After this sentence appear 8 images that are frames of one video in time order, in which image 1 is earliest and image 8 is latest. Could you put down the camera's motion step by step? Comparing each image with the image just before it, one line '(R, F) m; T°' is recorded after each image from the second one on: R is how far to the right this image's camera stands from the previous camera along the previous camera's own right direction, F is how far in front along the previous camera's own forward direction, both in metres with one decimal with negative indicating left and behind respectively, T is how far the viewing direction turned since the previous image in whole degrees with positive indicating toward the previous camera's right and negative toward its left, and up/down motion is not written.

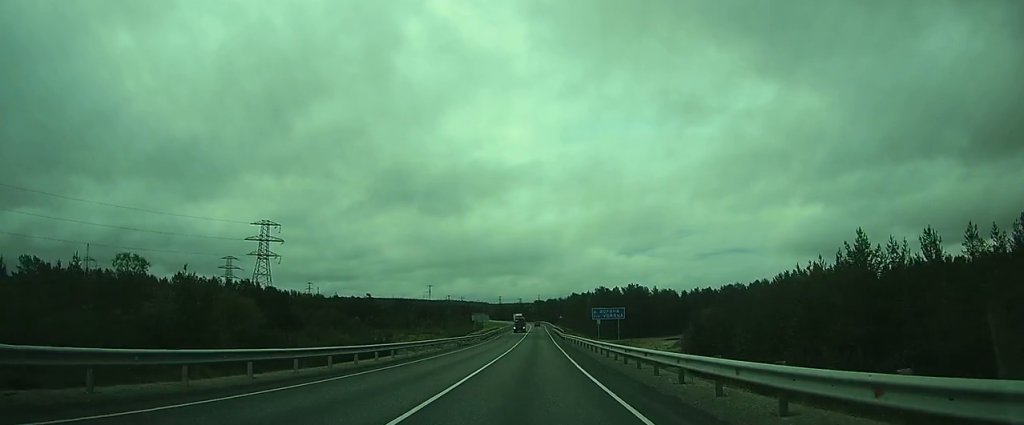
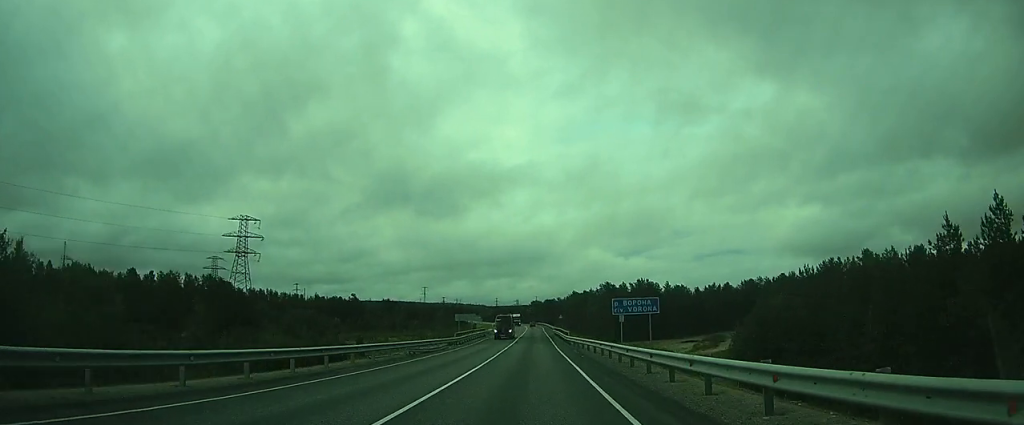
(+0.1, +16.9) m; 0°
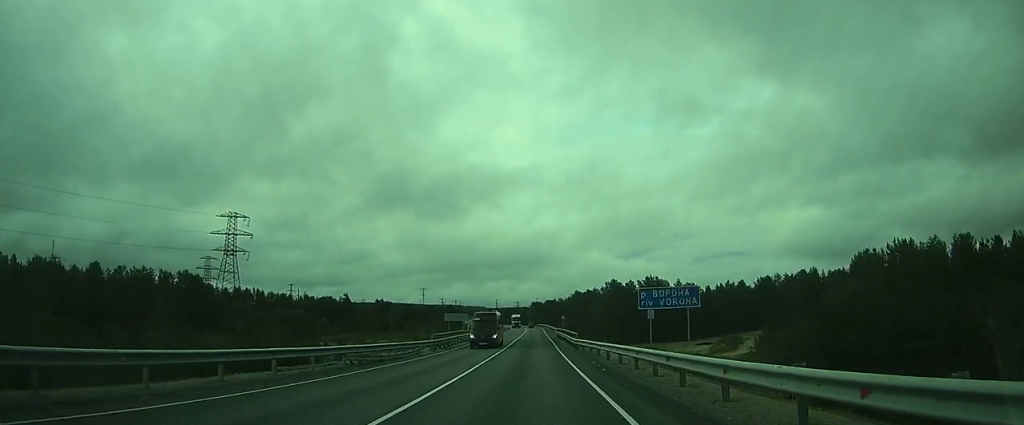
(0.0, +9.4) m; 0°
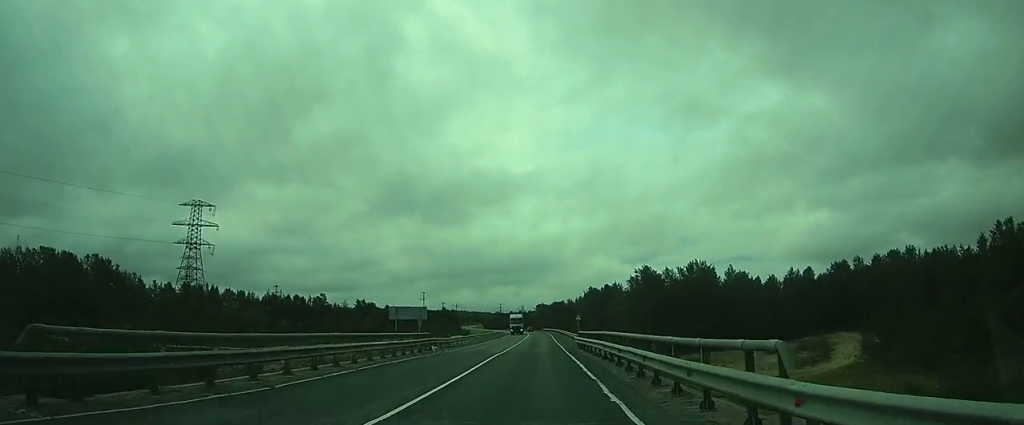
(+0.1, +28.6) m; 0°
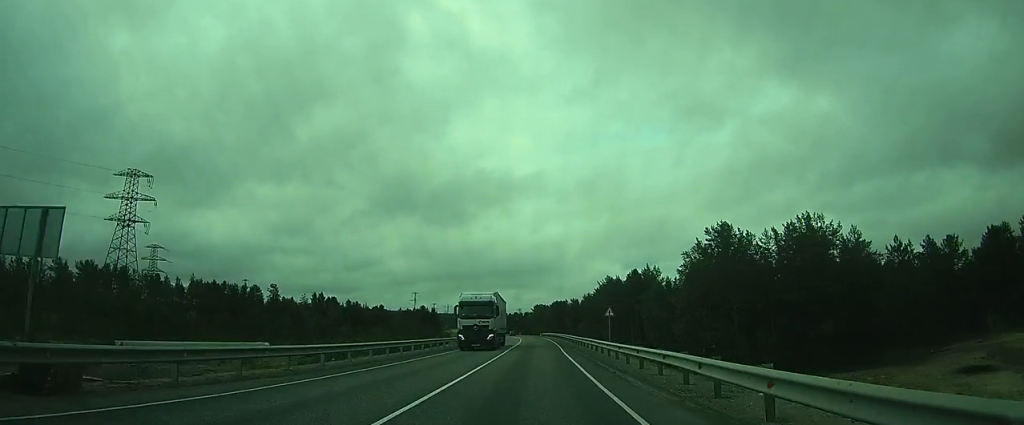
(-0.1, +33.1) m; -1°
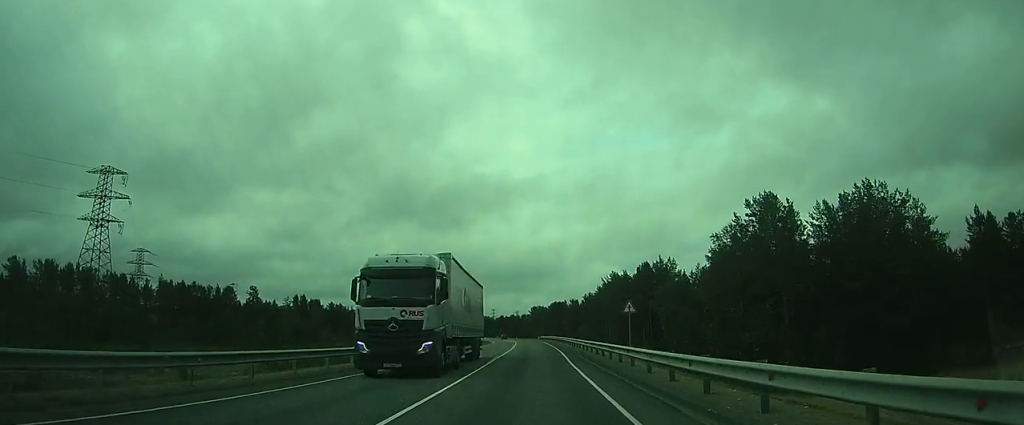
(0.0, +9.3) m; 0°
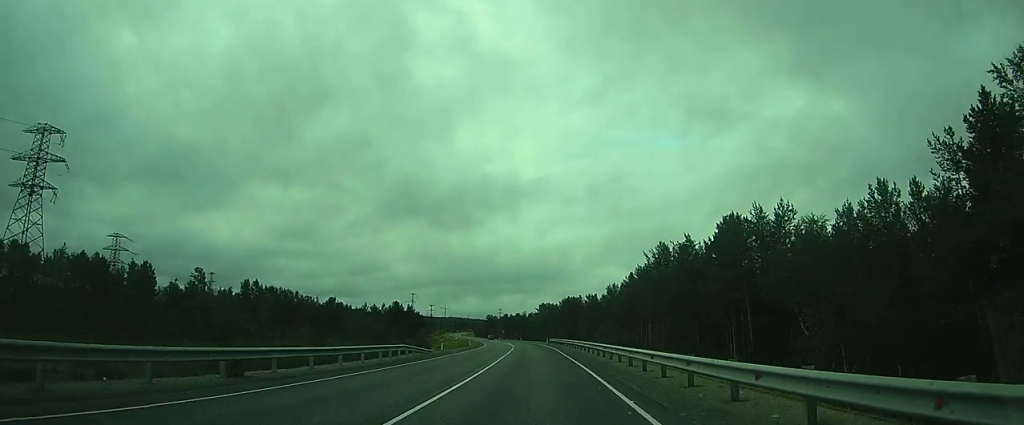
(-0.2, +25.8) m; -1°
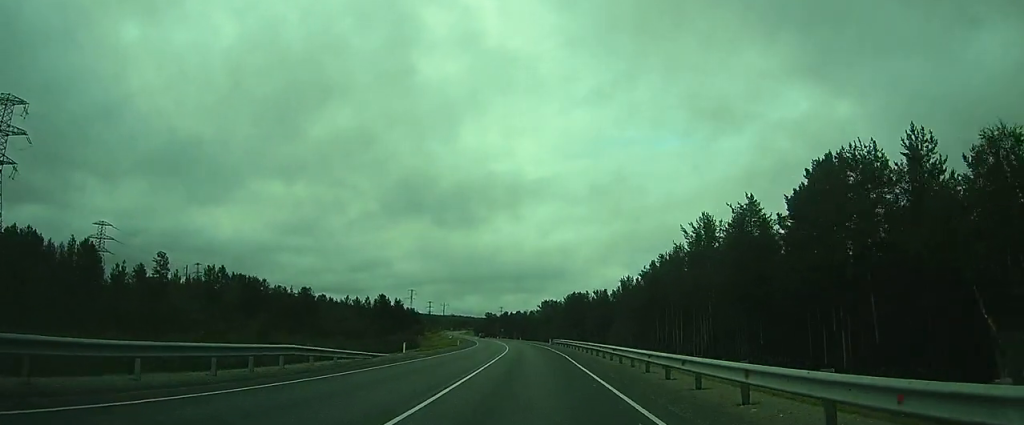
(0.0, +12.2) m; 0°
